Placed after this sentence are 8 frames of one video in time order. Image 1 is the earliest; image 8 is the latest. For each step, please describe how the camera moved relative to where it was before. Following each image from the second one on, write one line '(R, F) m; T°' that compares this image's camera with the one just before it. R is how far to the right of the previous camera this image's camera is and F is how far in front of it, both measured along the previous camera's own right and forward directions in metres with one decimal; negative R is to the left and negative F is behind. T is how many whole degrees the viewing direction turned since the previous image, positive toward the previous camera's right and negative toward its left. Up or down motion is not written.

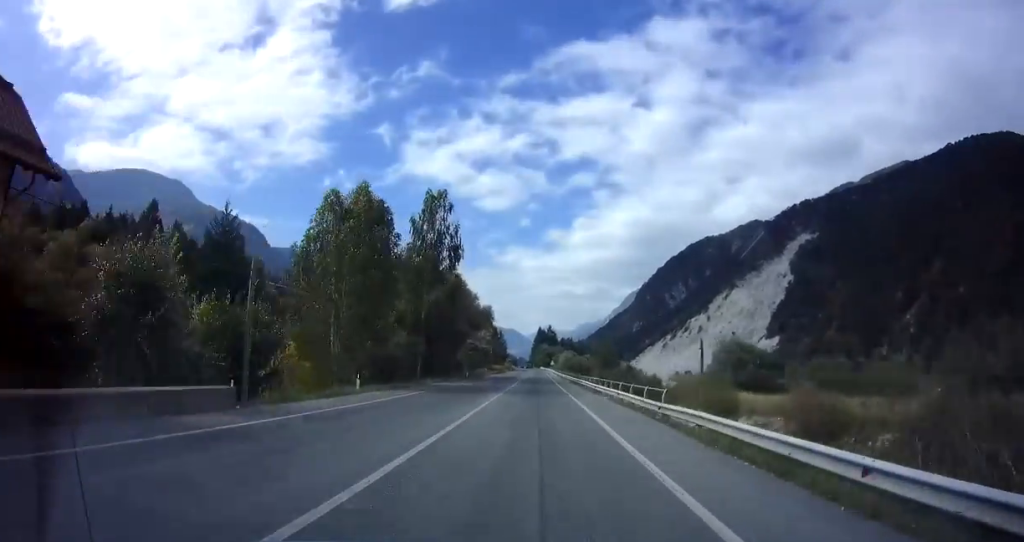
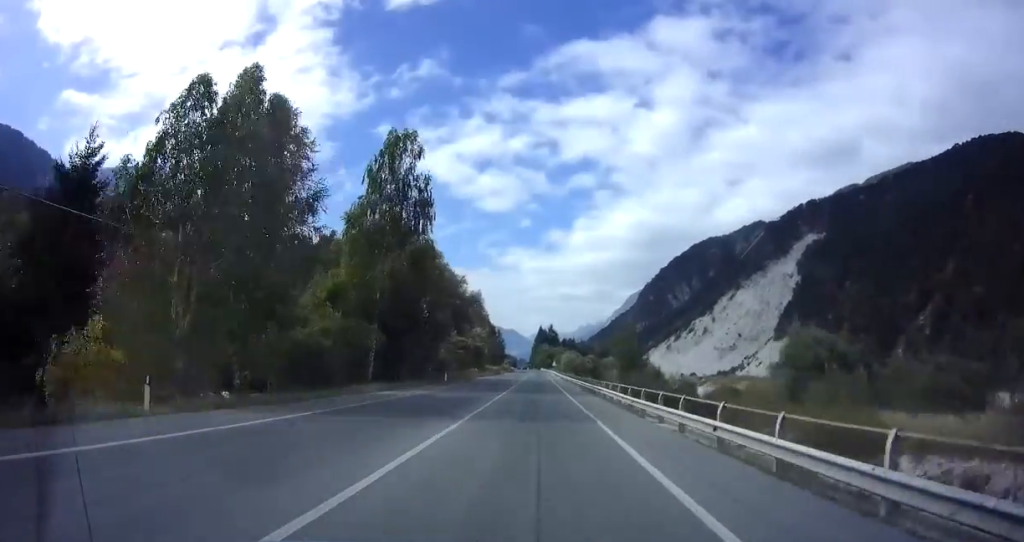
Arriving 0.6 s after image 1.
(+0.3, +15.2) m; 0°
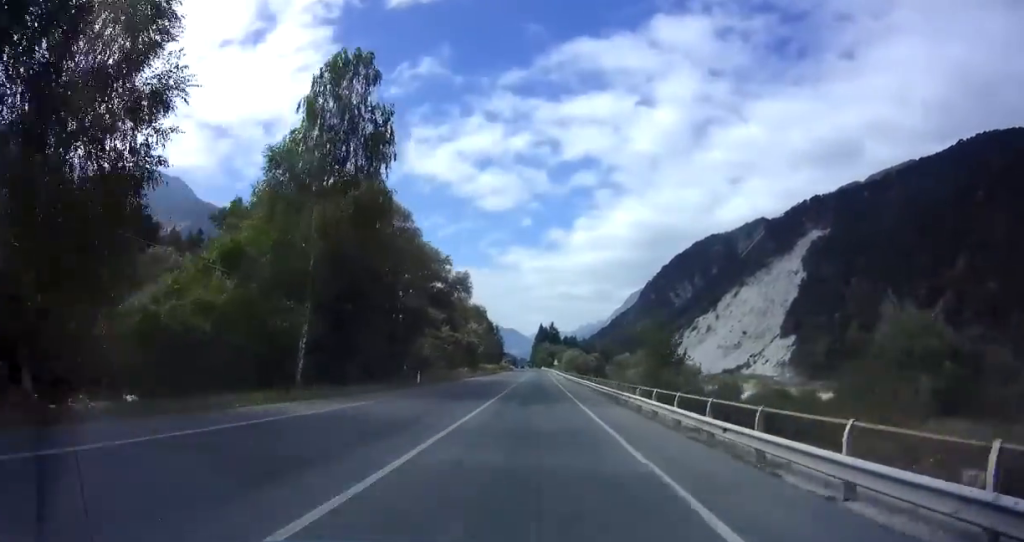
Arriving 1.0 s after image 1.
(-0.2, +10.9) m; 0°
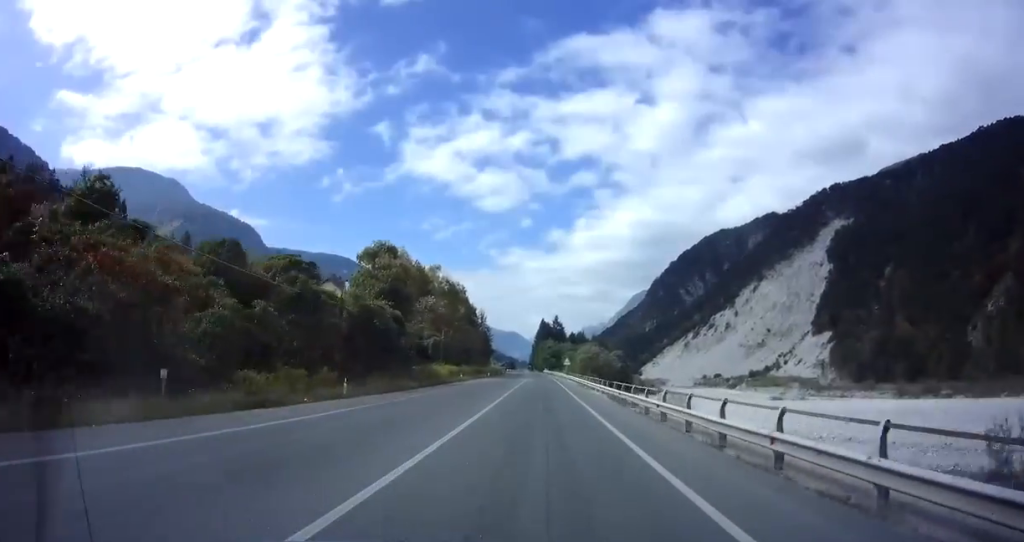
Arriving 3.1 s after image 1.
(+0.1, +50.9) m; 0°
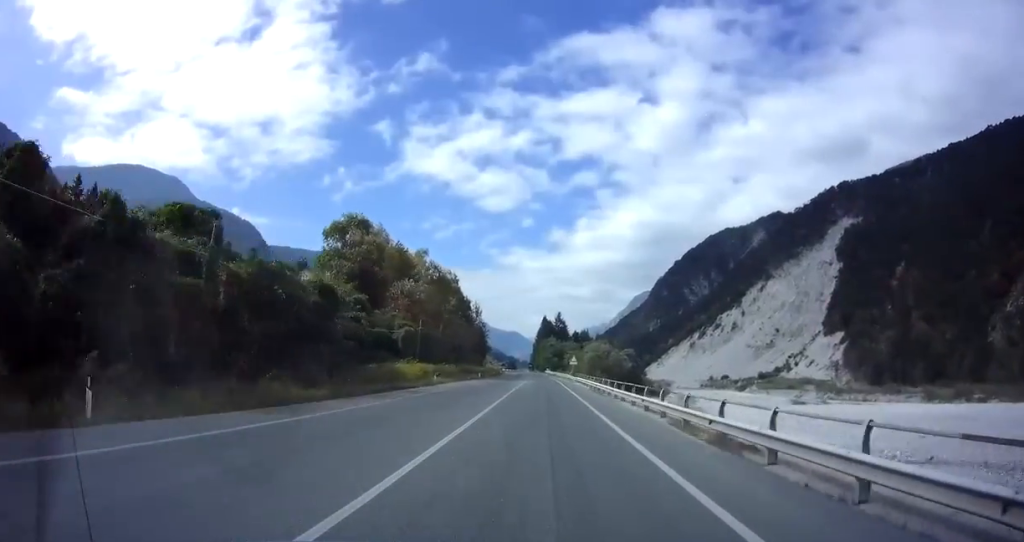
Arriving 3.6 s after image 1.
(-0.1, +14.1) m; 0°
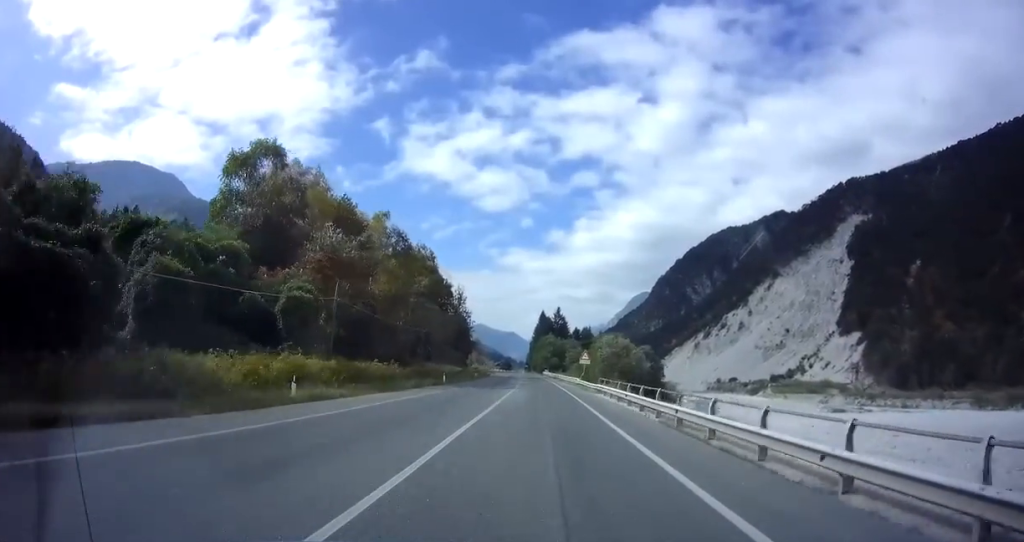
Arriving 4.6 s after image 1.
(0.0, +24.0) m; 0°
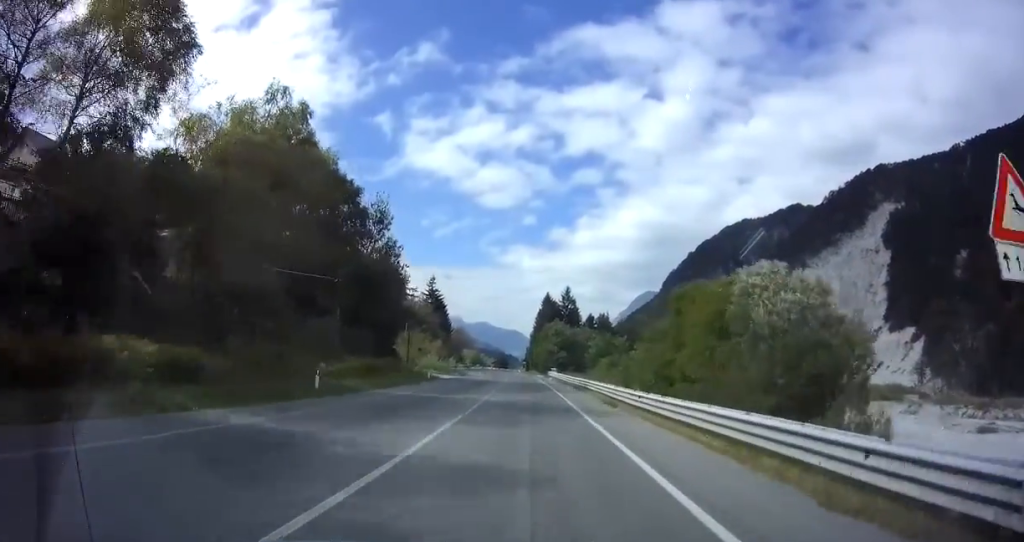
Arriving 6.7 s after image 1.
(-0.1, +51.3) m; -1°
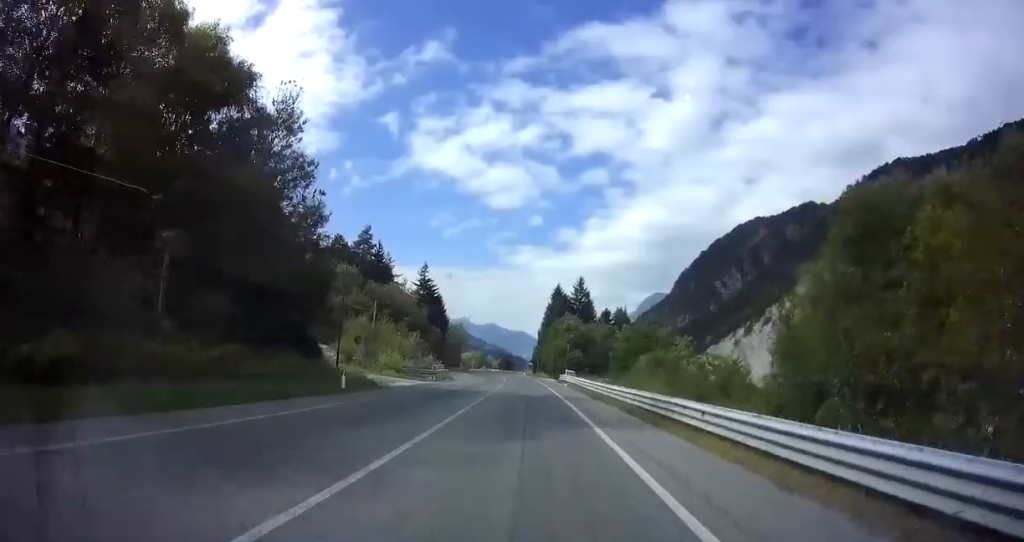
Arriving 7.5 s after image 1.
(-0.4, +21.6) m; -1°
